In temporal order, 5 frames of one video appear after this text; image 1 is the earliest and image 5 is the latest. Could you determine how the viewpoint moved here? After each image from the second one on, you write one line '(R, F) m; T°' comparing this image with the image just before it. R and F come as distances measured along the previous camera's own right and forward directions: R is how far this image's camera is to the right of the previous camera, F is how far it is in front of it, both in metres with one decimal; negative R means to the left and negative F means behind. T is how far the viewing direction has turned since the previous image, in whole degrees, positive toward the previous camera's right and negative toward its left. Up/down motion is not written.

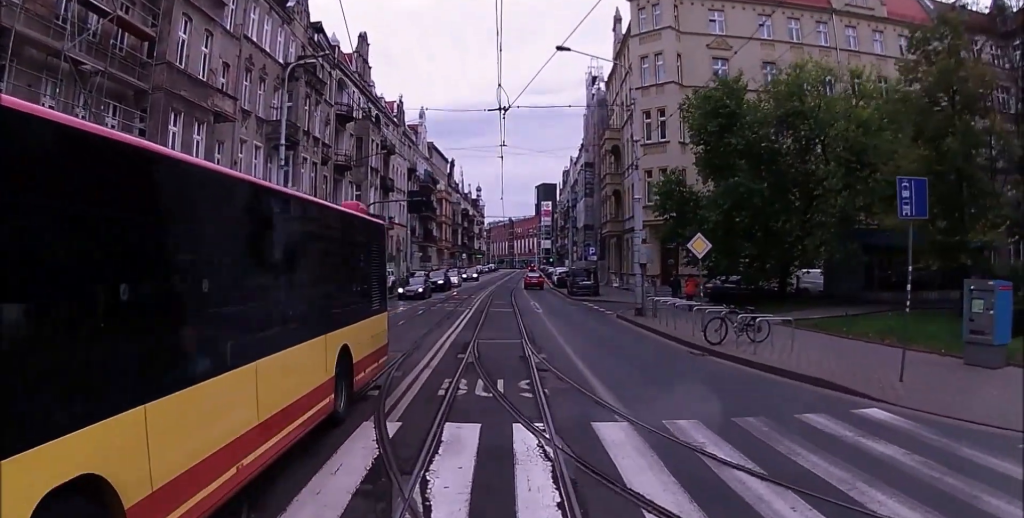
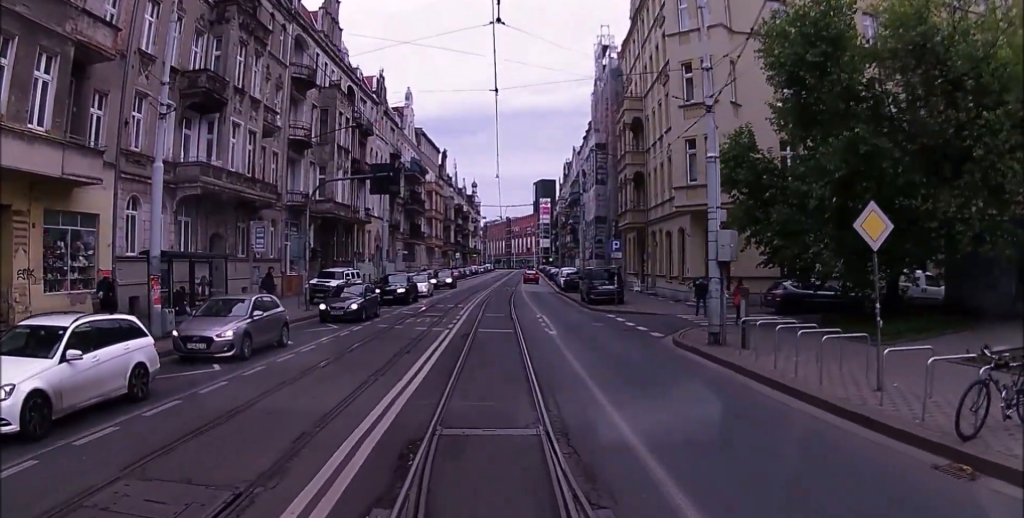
(0.0, +9.2) m; -2°
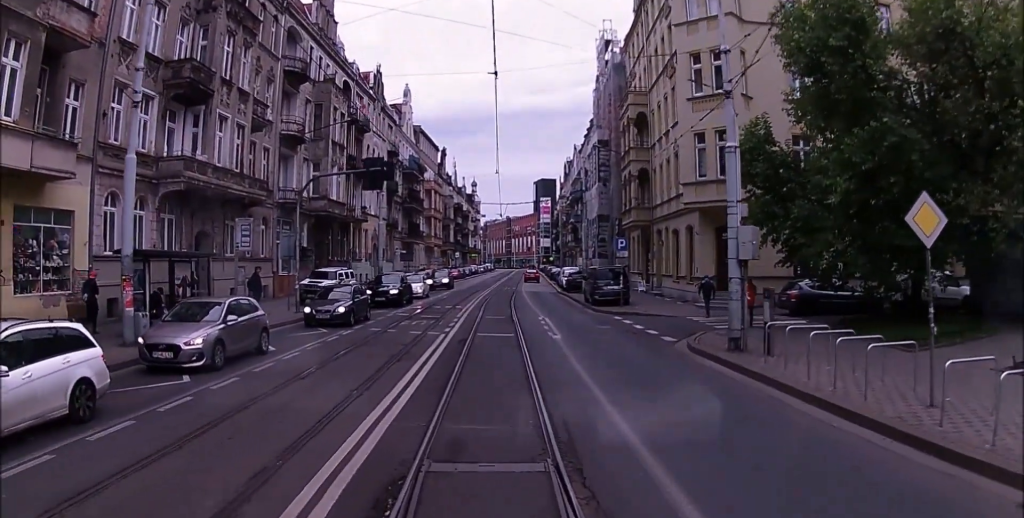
(-0.1, +1.4) m; -1°
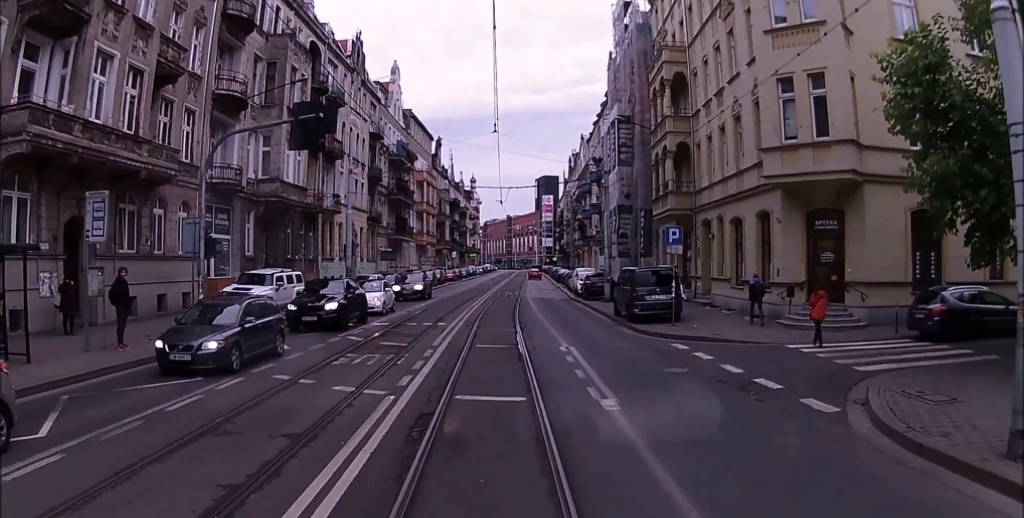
(-0.2, +9.2) m; +1°
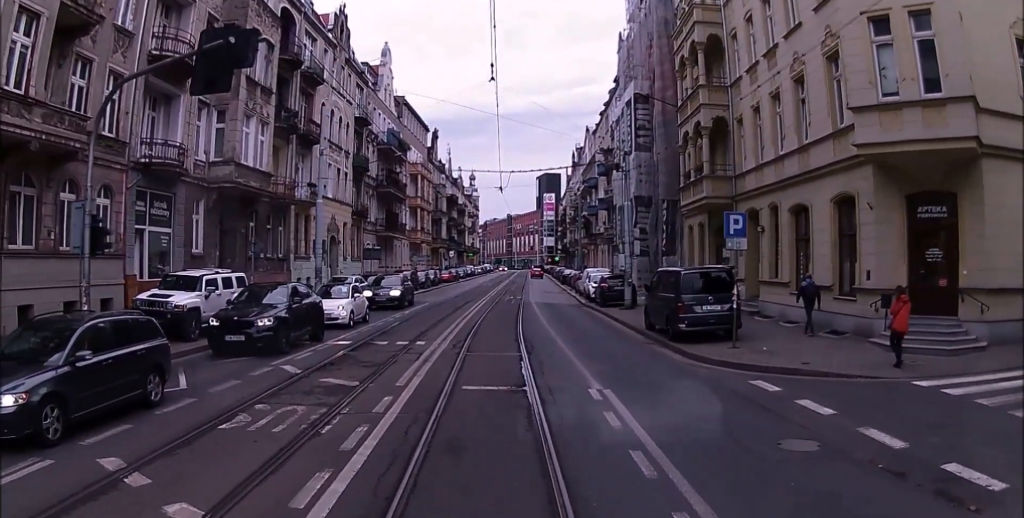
(+0.1, +5.7) m; -1°
